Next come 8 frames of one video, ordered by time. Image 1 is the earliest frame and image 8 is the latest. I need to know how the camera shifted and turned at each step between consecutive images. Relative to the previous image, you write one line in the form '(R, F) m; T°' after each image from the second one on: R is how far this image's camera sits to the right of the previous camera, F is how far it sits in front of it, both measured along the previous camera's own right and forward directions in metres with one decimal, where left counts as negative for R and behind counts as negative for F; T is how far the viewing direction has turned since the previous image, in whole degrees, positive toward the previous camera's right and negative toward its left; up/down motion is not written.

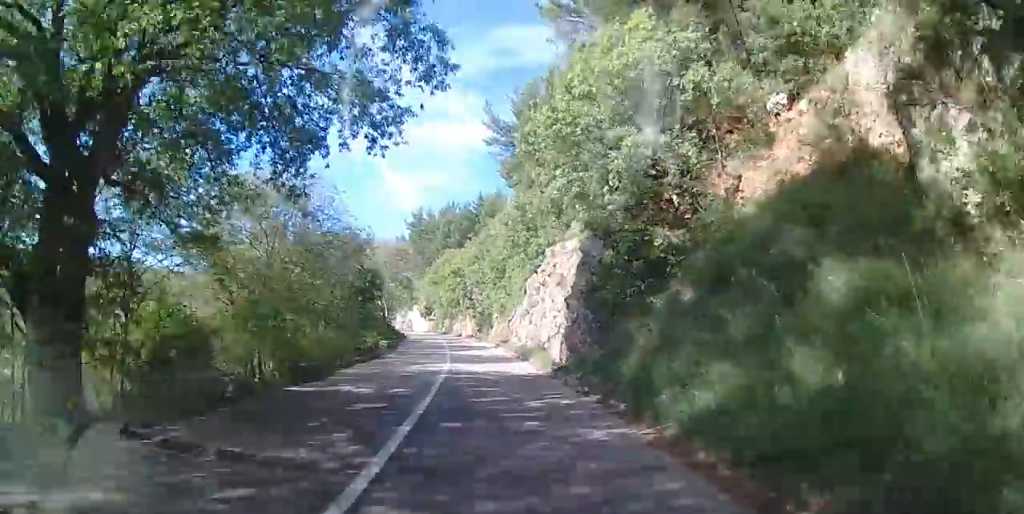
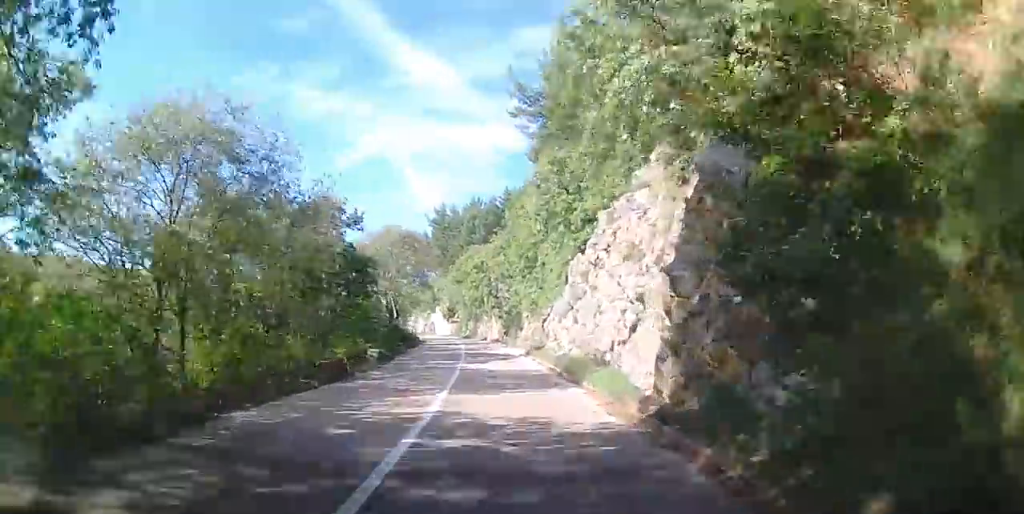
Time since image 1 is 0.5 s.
(-0.3, +8.4) m; -3°
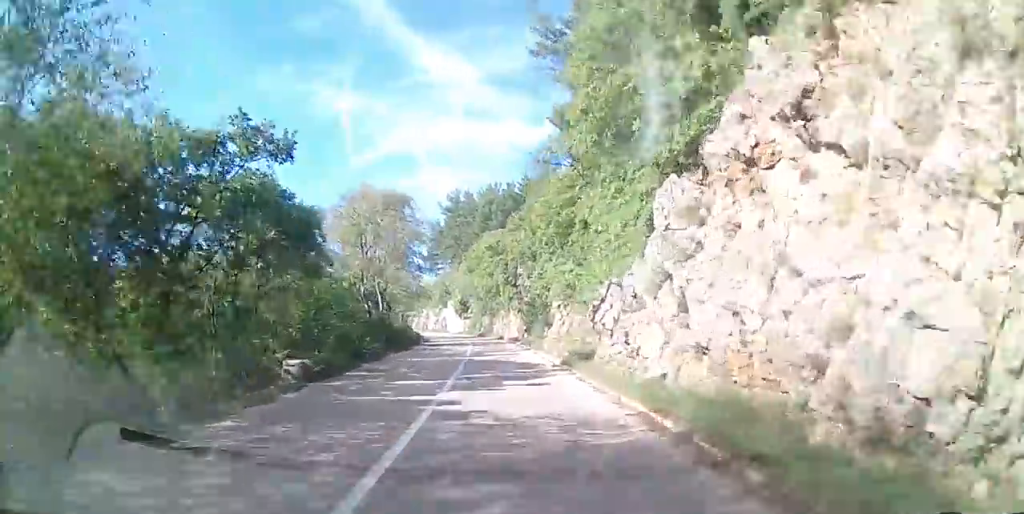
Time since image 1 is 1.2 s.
(-0.3, +10.7) m; -3°
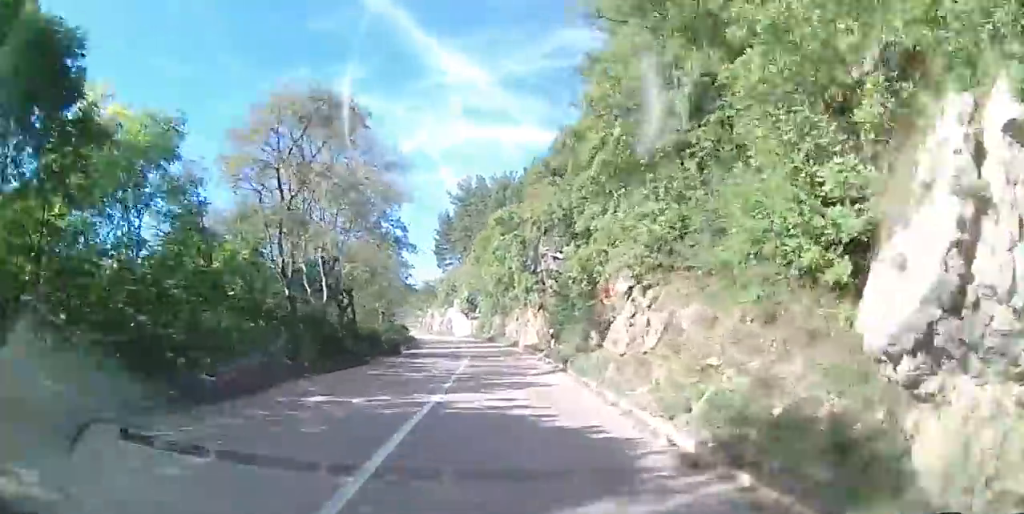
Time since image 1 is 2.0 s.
(-0.5, +12.7) m; -3°
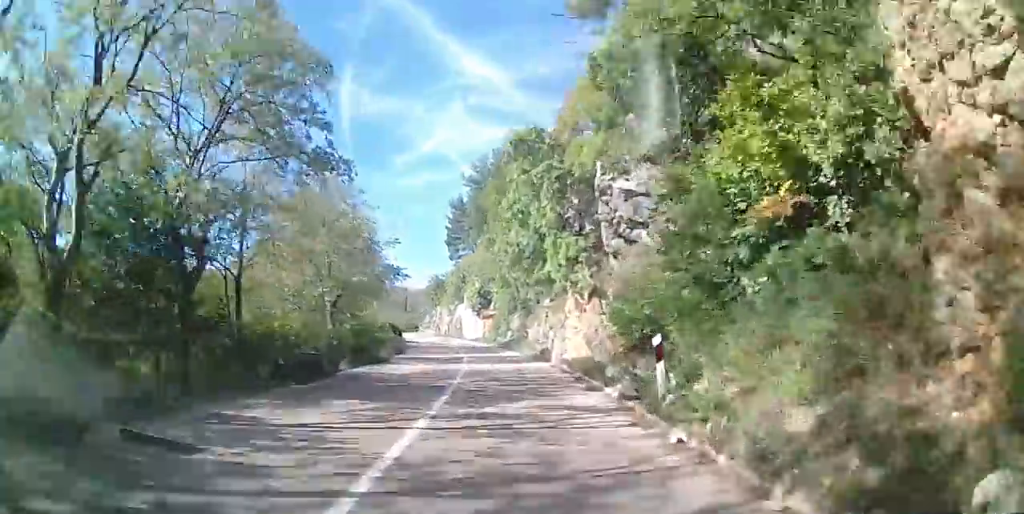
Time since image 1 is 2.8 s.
(-0.2, +14.7) m; -2°
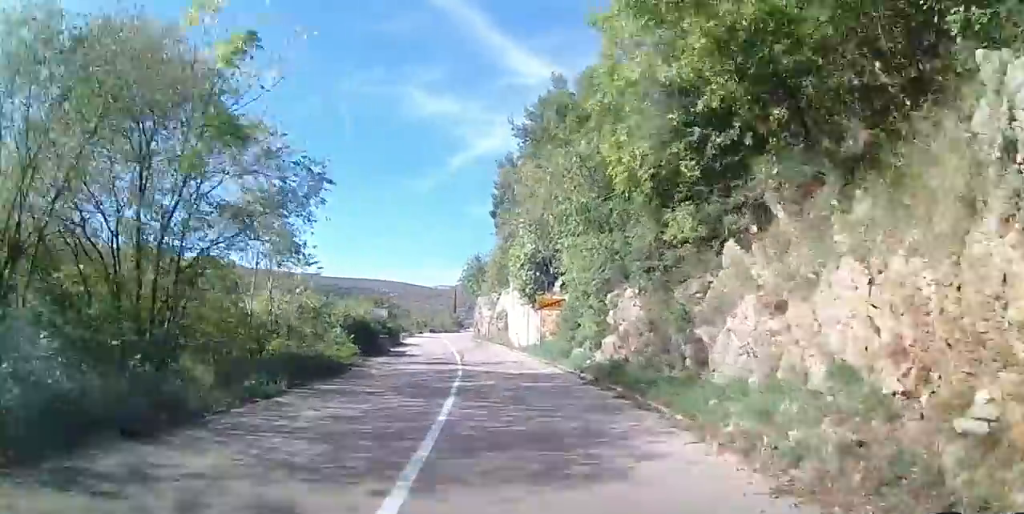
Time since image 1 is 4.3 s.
(-0.8, +25.7) m; -4°
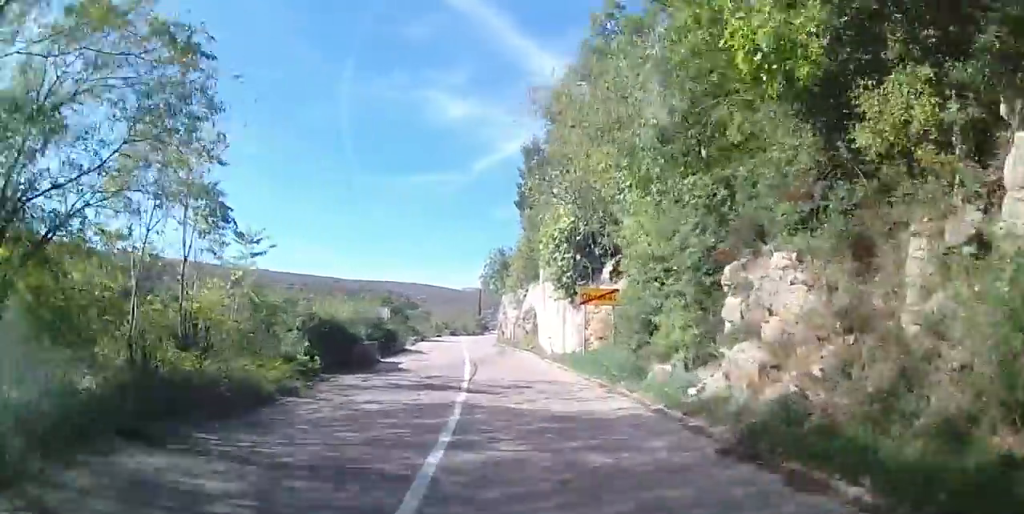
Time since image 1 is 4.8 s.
(0.0, +7.5) m; -2°
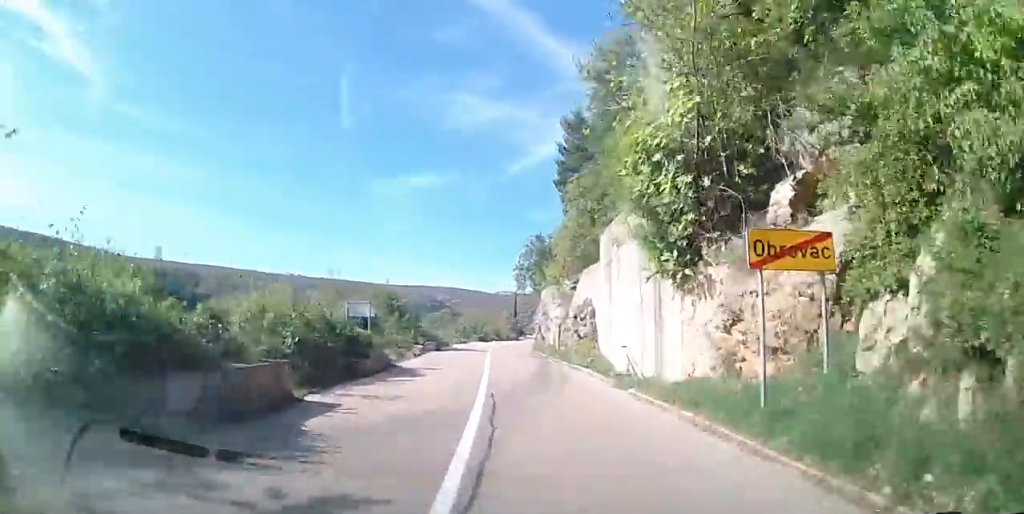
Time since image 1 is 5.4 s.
(-0.3, +11.6) m; -3°
